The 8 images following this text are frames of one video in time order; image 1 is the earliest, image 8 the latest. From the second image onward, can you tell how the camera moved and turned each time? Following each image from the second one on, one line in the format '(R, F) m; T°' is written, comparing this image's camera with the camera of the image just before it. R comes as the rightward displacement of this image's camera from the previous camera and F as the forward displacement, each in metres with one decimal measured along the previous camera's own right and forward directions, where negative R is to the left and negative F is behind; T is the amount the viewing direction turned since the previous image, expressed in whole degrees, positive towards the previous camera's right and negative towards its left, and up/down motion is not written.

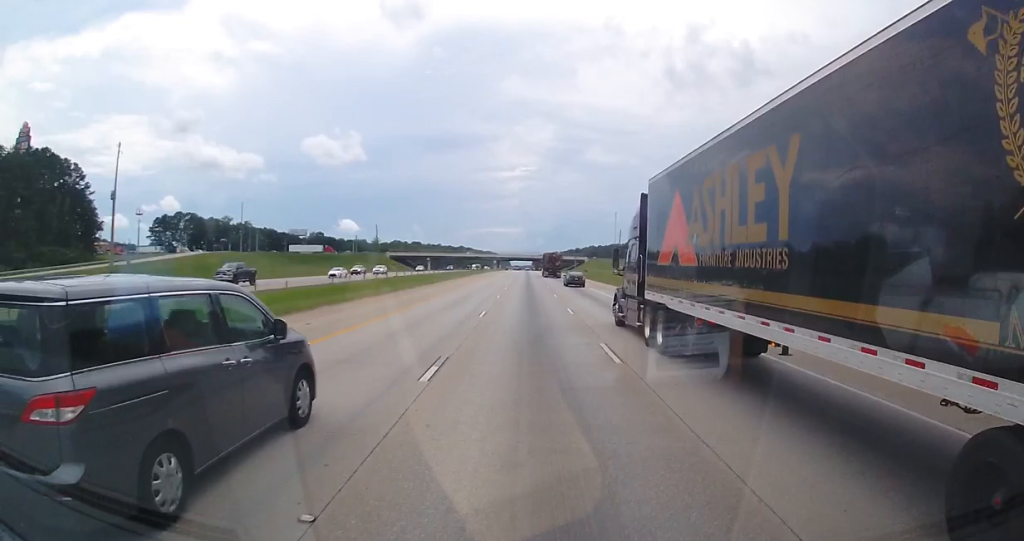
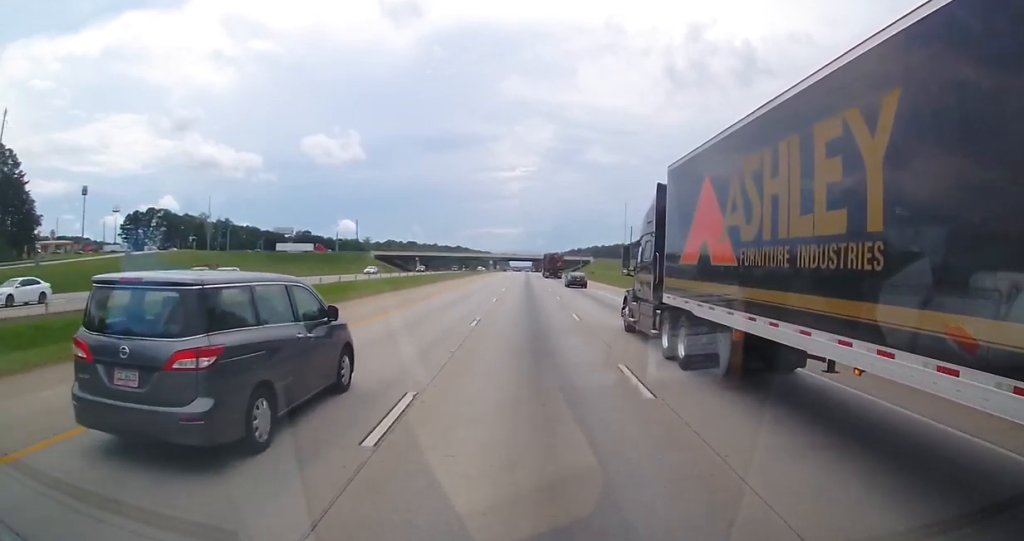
(+0.1, +28.9) m; 0°
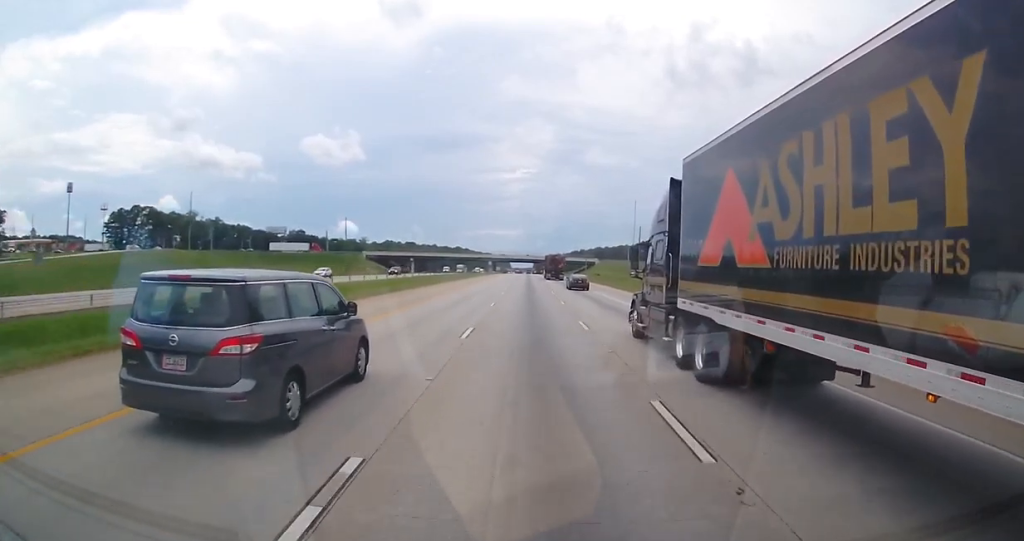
(0.0, +15.6) m; 0°
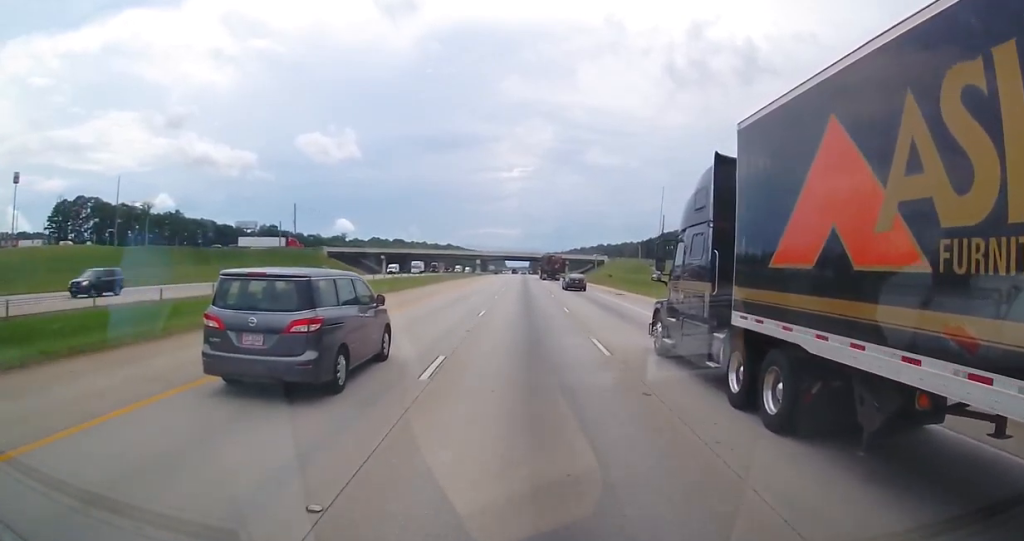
(-0.4, +43.6) m; -1°
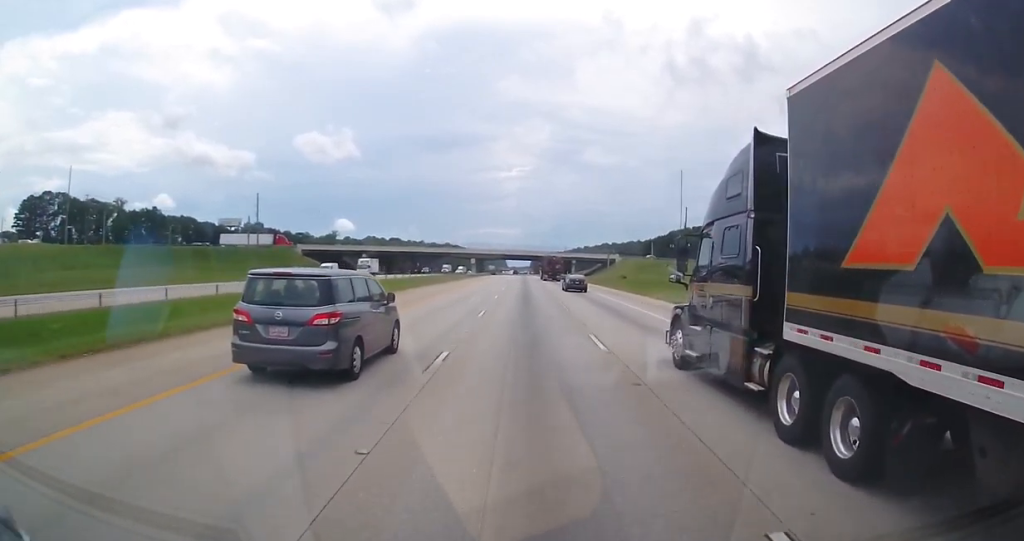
(-0.2, +24.5) m; 0°
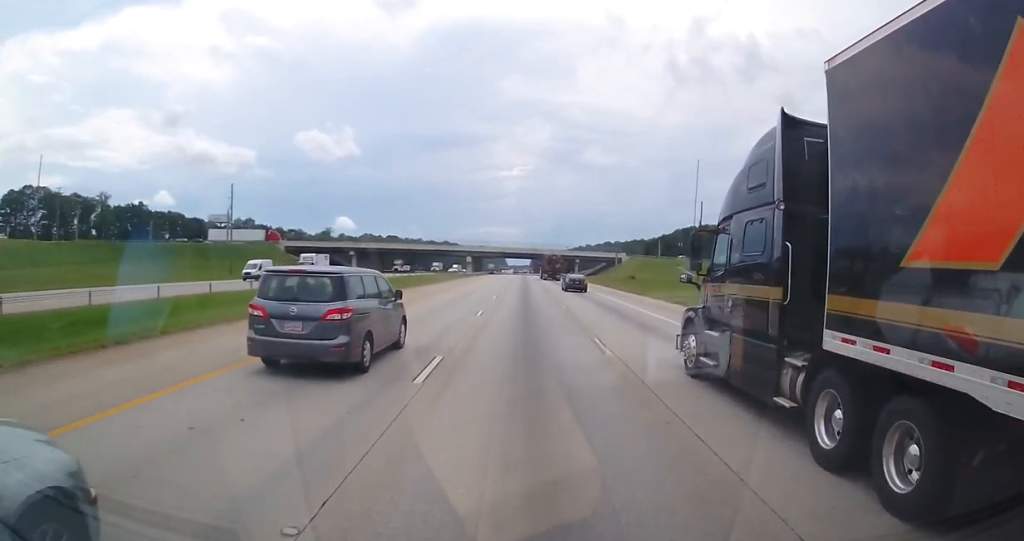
(+0.2, +13.3) m; 0°
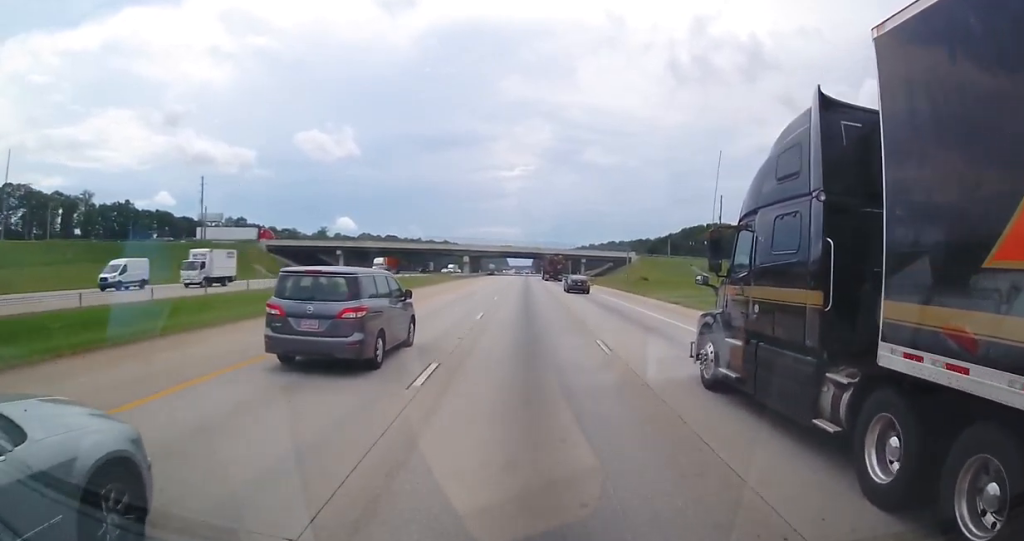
(+0.2, +13.3) m; 0°
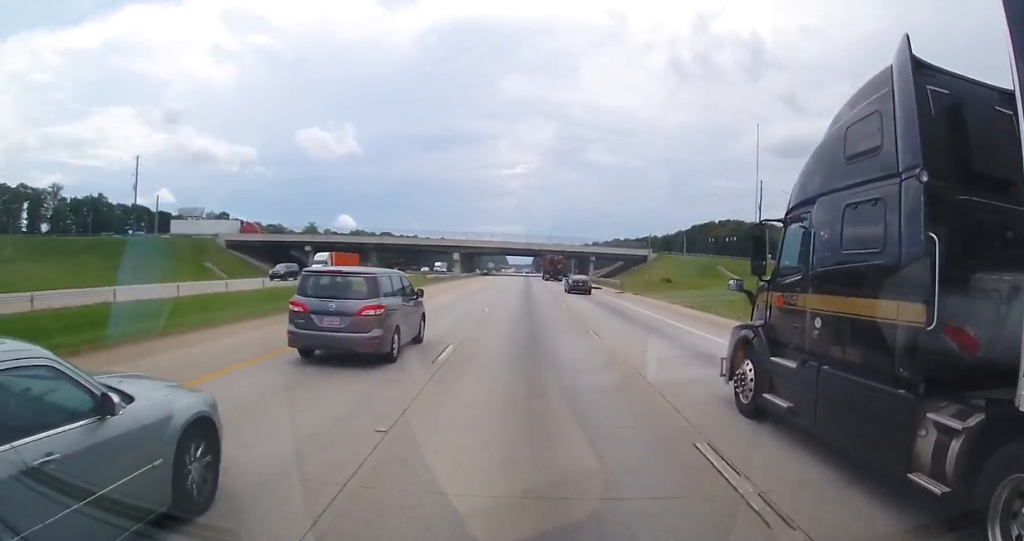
(-0.3, +22.1) m; 0°
